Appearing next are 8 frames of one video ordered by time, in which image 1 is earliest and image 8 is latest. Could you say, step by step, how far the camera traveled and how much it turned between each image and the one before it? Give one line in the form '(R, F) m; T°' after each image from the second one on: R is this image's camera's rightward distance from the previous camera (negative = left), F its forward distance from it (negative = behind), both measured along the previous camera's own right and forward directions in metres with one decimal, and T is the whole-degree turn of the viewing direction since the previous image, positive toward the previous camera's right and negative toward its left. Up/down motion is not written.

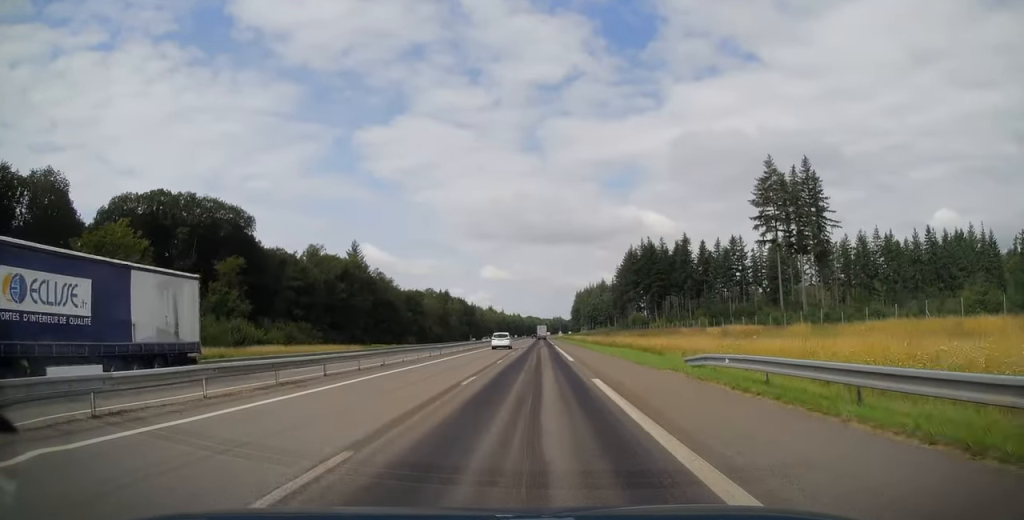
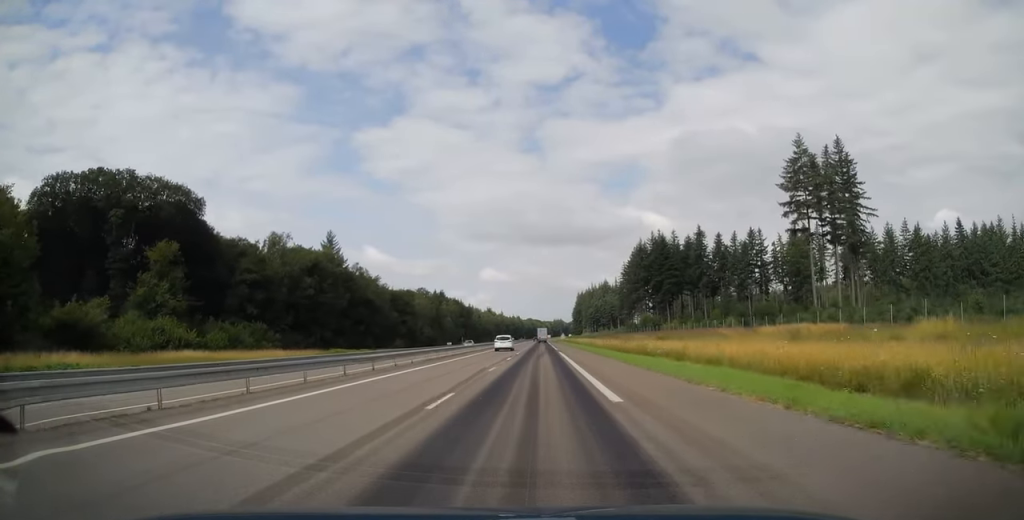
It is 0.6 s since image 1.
(+0.3, +17.9) m; 0°
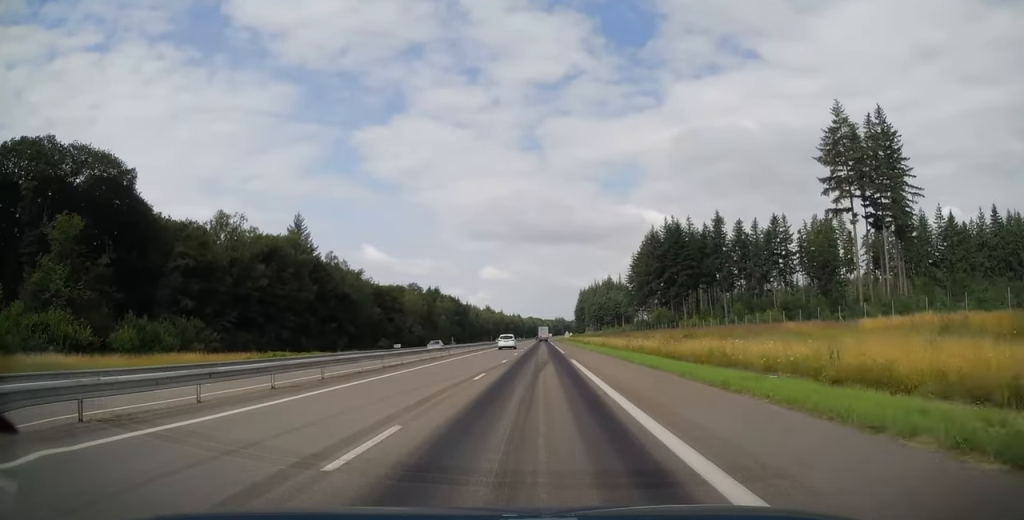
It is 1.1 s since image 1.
(+0.1, +18.5) m; 0°
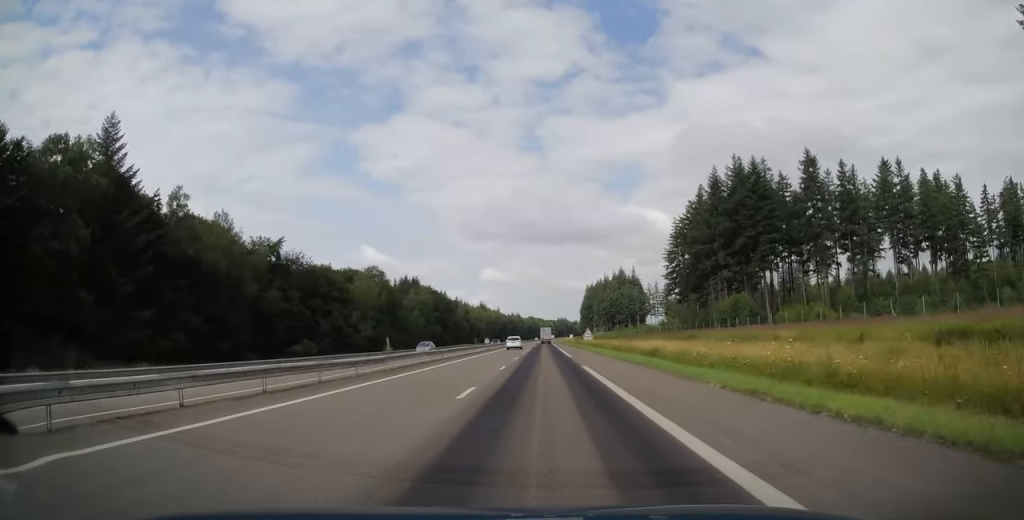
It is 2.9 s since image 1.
(-0.3, +56.8) m; -1°
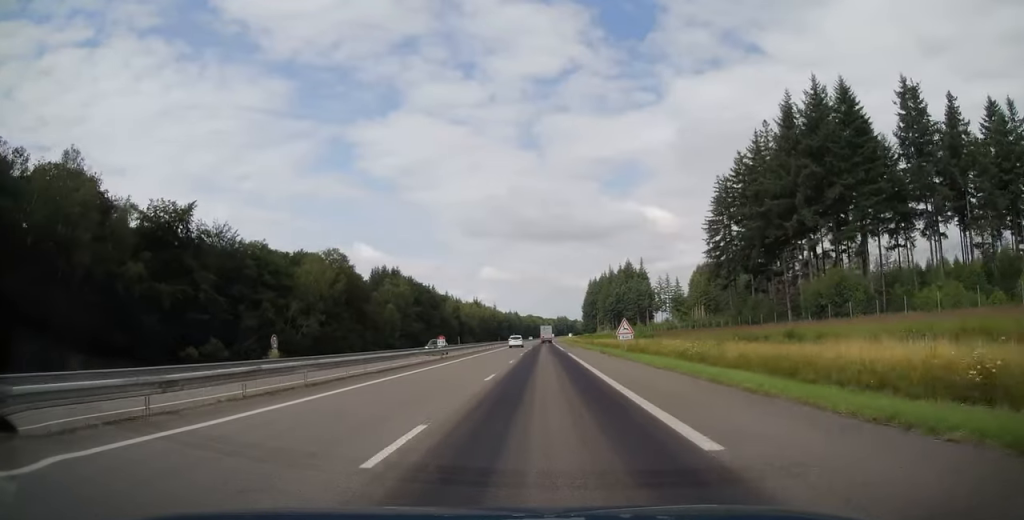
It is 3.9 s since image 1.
(-0.4, +33.9) m; 0°
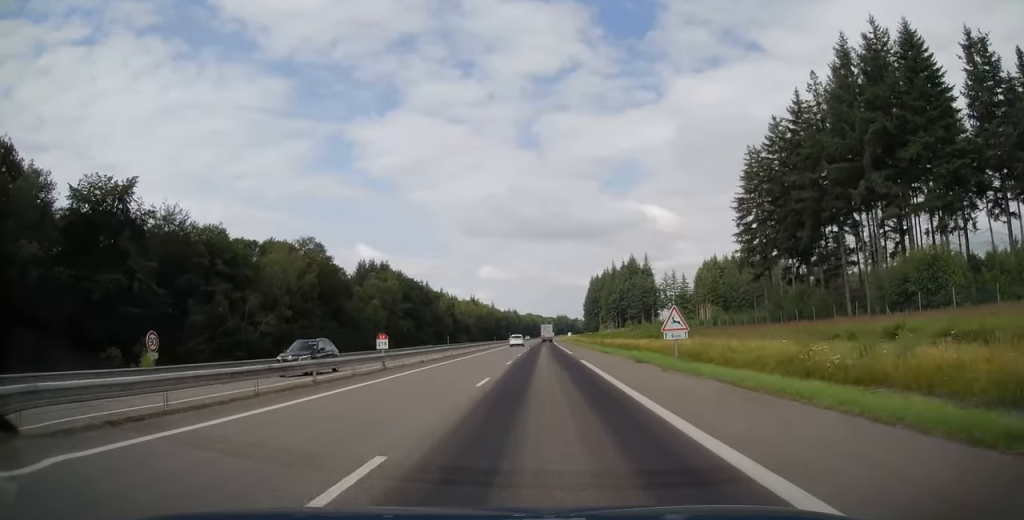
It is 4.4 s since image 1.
(+0.2, +15.6) m; 0°
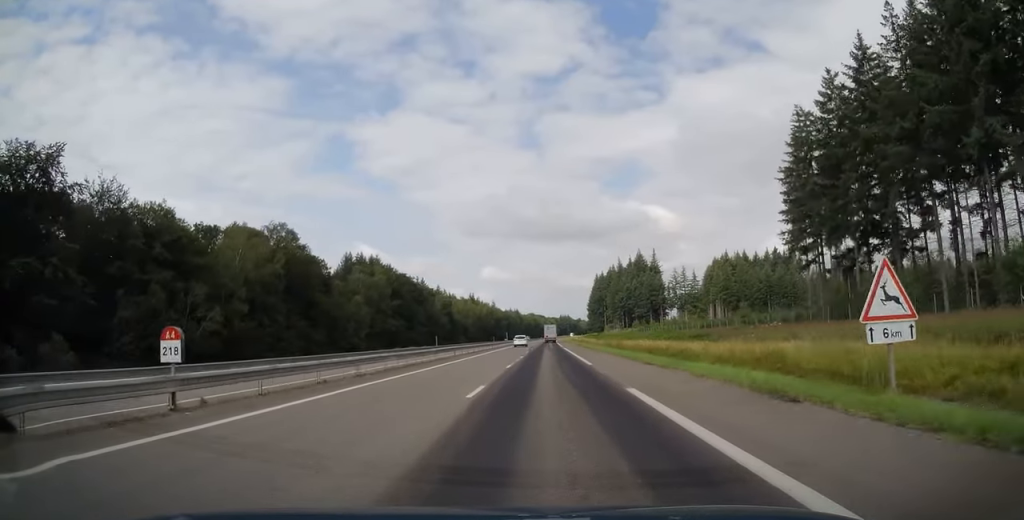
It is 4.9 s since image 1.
(+0.2, +16.1) m; 0°
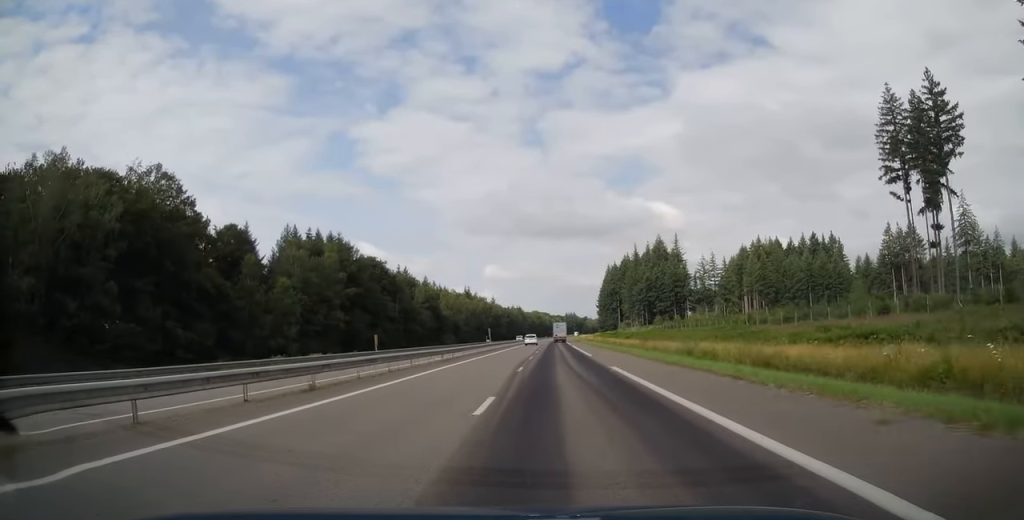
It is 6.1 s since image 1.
(-0.4, +41.9) m; -1°
